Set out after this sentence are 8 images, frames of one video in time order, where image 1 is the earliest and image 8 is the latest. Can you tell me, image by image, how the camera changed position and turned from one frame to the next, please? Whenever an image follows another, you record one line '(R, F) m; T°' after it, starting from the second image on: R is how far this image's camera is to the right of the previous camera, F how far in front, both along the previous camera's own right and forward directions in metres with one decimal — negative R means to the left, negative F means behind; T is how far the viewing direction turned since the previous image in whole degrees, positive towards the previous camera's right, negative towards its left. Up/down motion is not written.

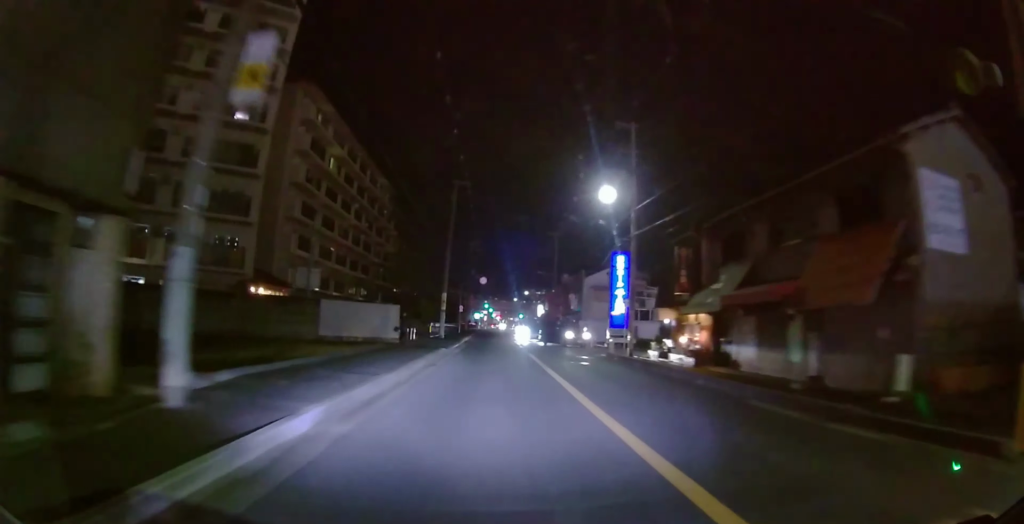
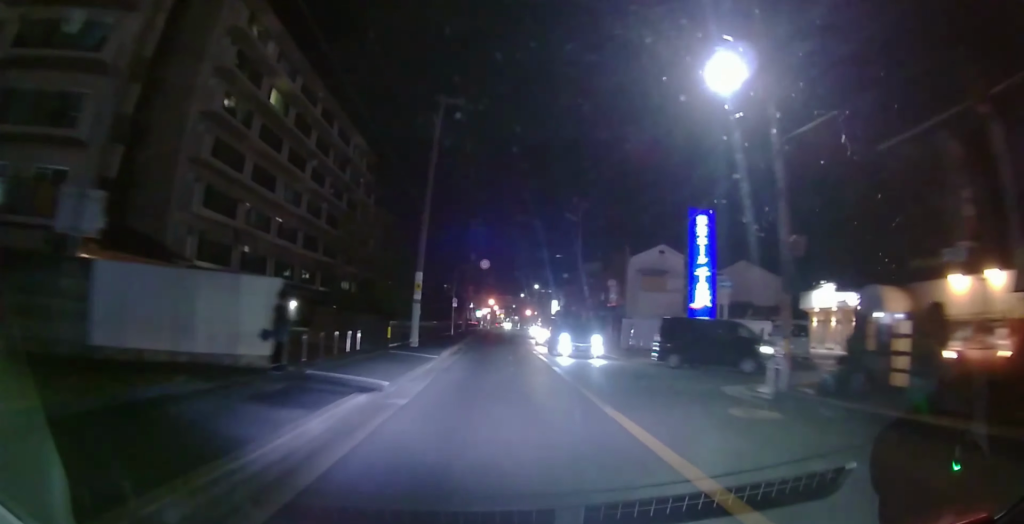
(-0.1, +15.3) m; 0°
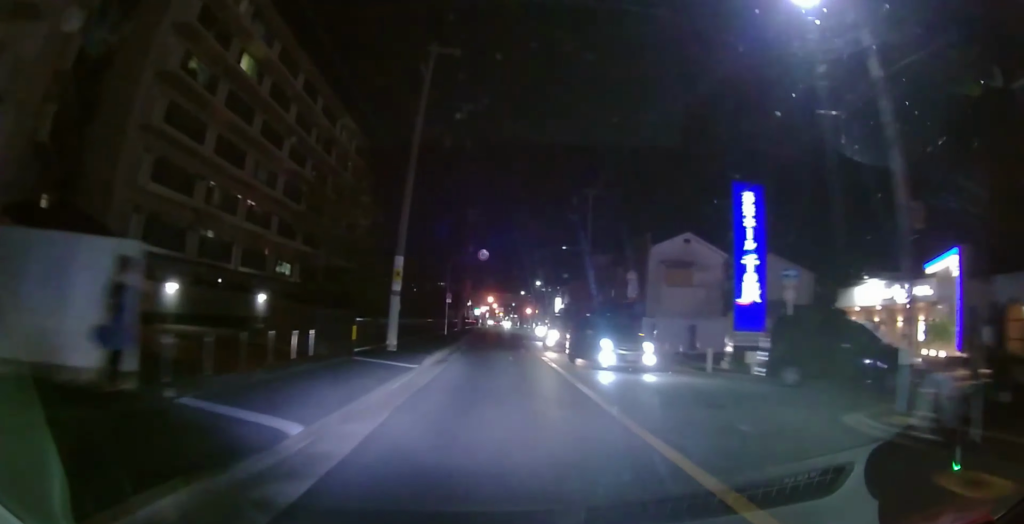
(0.0, +4.8) m; 0°
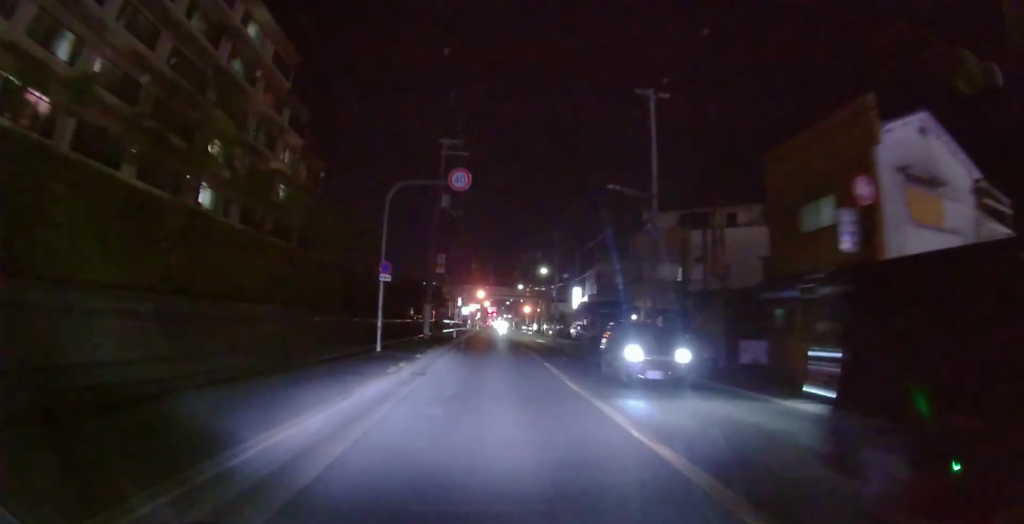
(0.0, +20.0) m; +1°
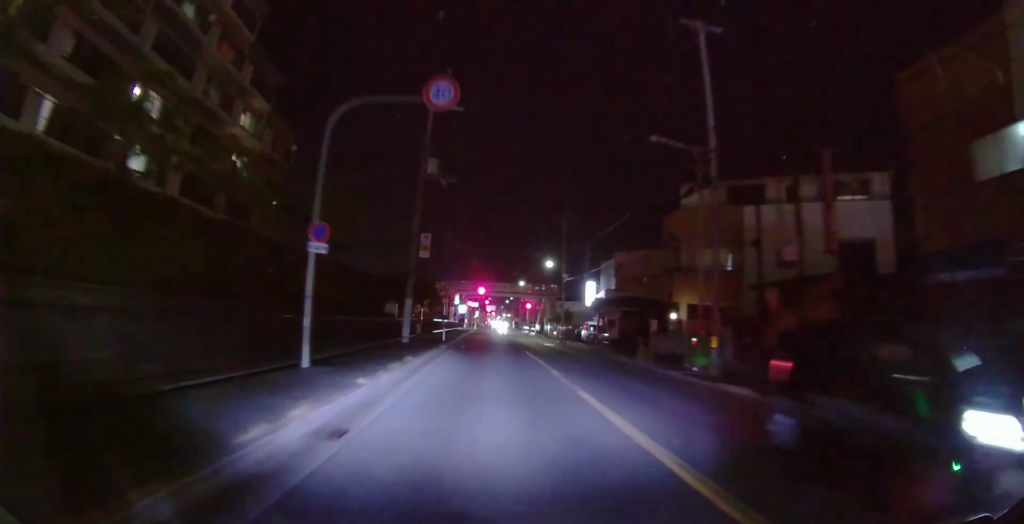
(0.0, +6.9) m; 0°
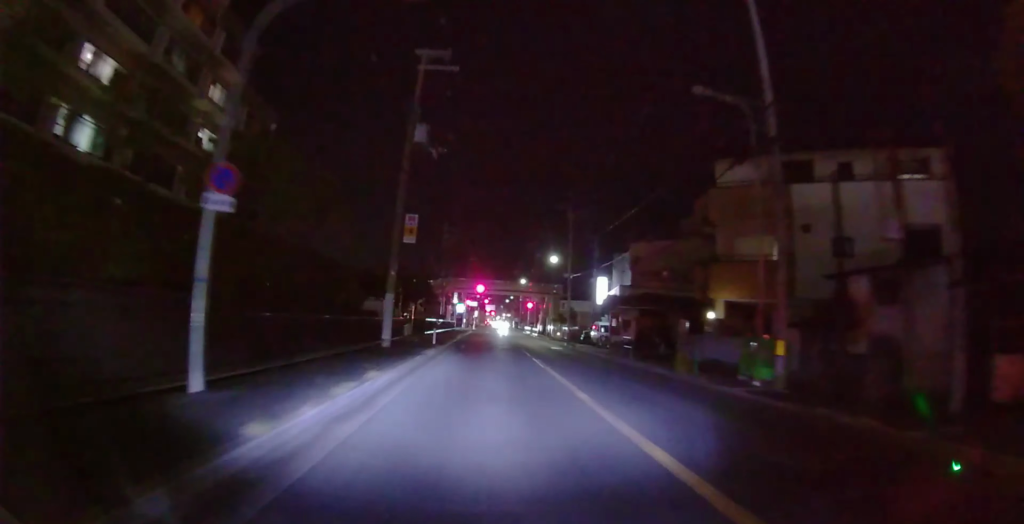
(0.0, +4.2) m; 0°
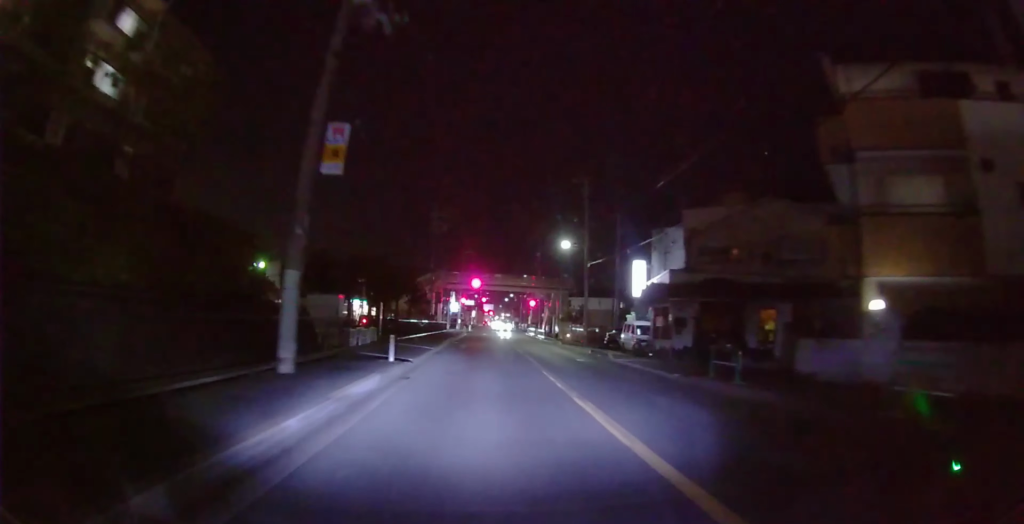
(0.0, +9.7) m; 0°
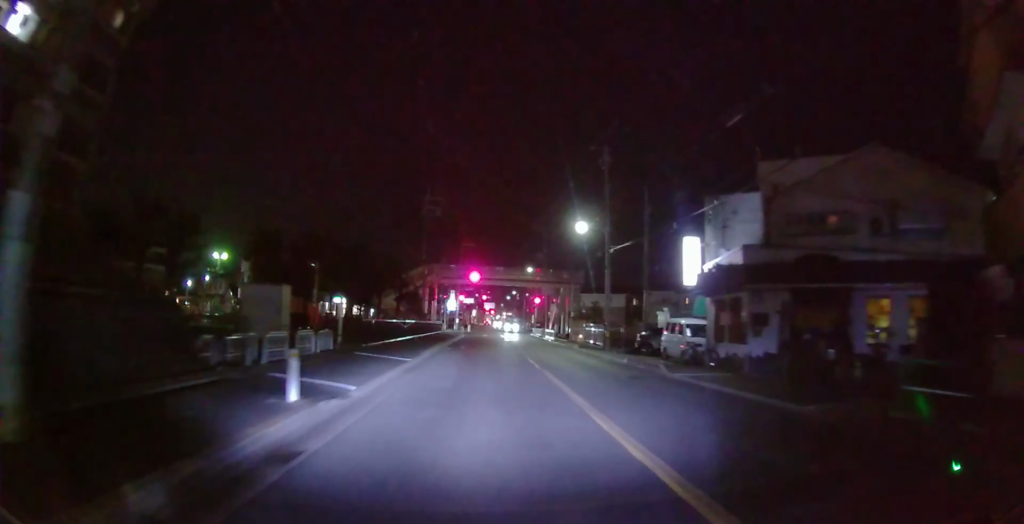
(0.0, +7.2) m; 0°
